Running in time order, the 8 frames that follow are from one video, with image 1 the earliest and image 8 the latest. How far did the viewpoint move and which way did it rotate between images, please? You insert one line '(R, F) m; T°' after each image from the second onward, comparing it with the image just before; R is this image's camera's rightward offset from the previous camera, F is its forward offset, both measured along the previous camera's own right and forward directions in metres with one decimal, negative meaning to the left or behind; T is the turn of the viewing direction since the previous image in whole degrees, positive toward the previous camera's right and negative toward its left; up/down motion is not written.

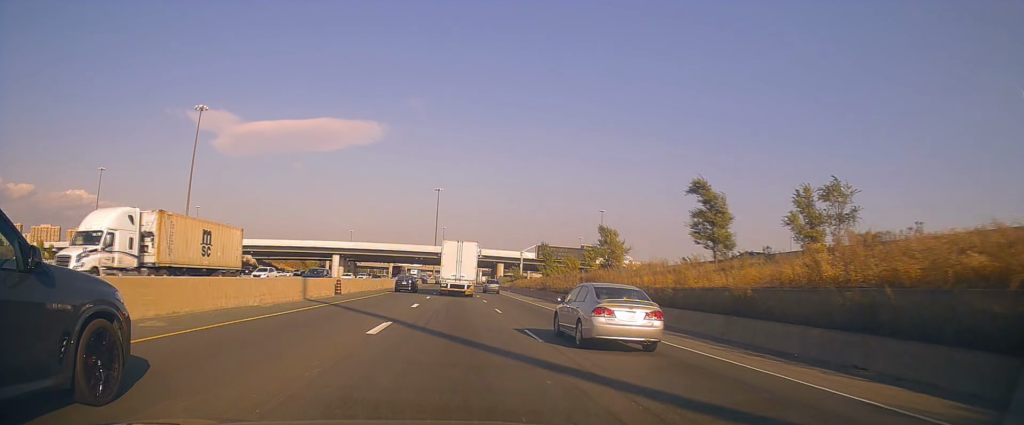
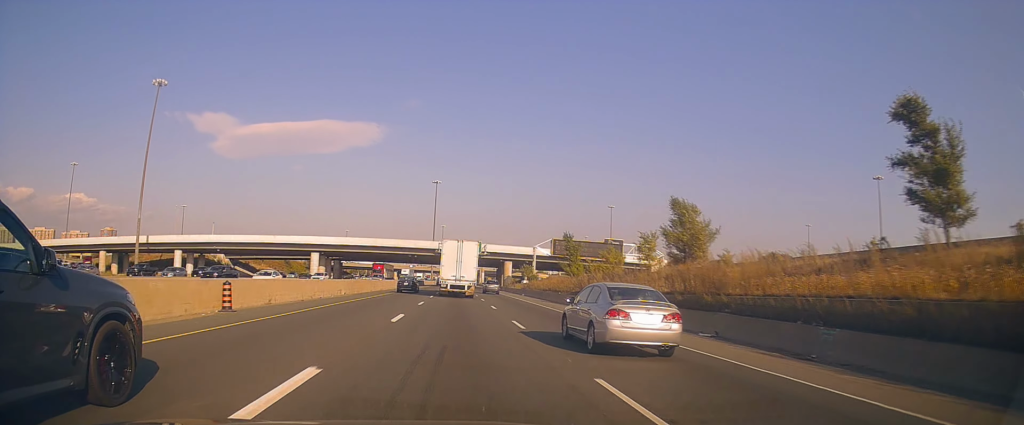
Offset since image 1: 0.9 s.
(-0.6, +19.6) m; 0°
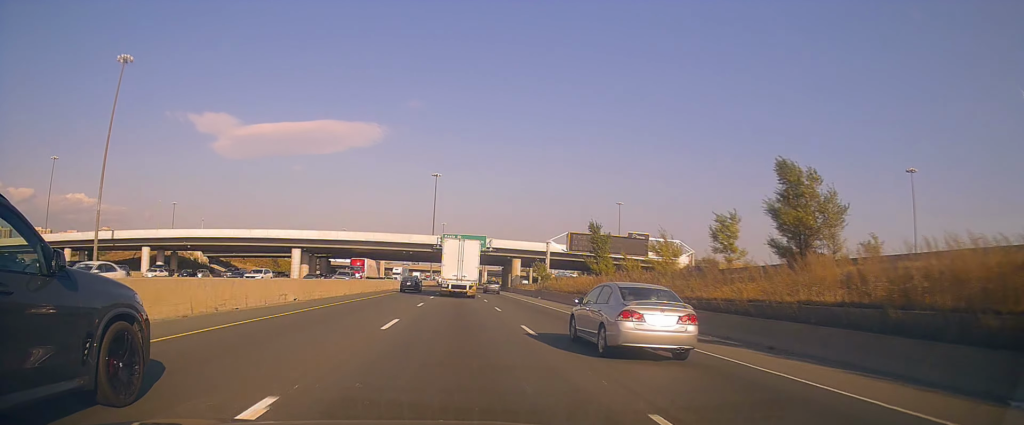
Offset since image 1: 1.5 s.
(+0.2, +13.8) m; -1°
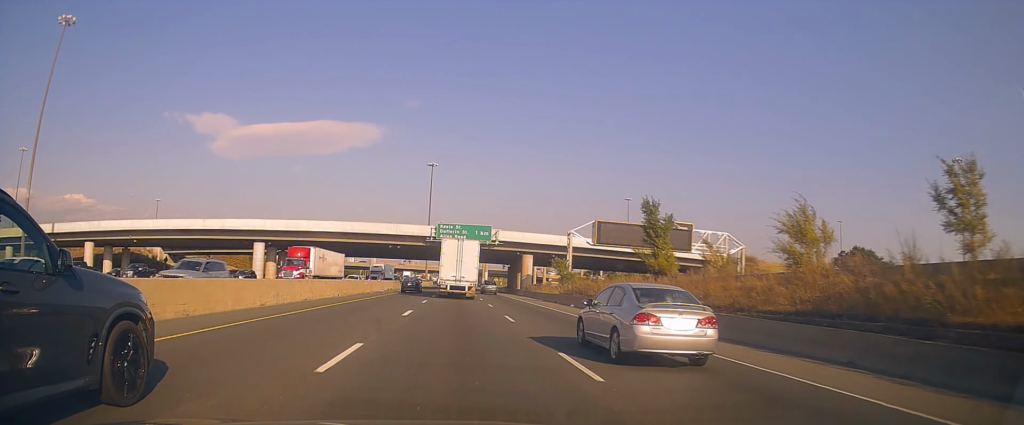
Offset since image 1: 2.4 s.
(-0.1, +18.2) m; -1°
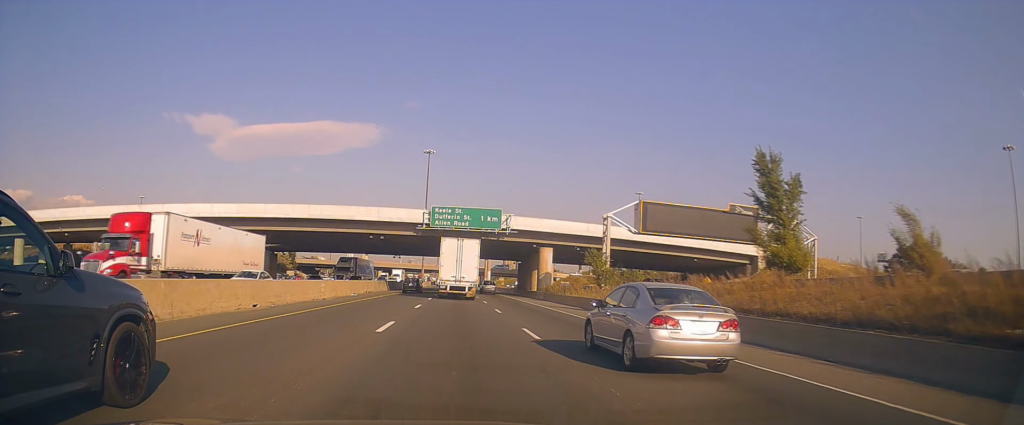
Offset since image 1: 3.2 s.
(-0.5, +17.5) m; 0°
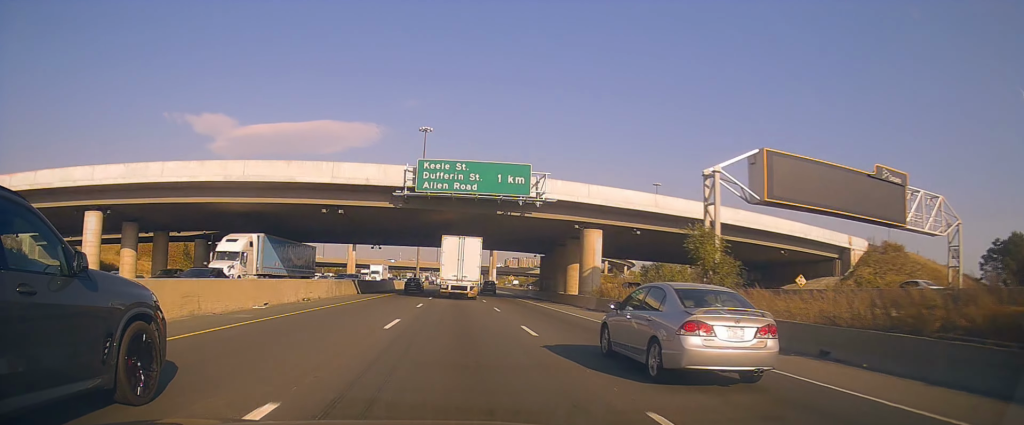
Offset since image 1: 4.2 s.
(+0.9, +22.6) m; +2°
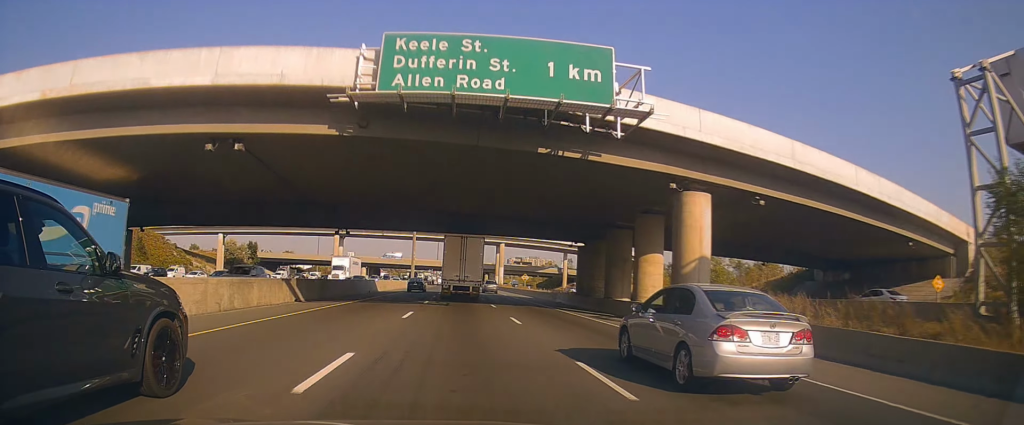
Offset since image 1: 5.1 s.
(0.0, +19.5) m; -2°
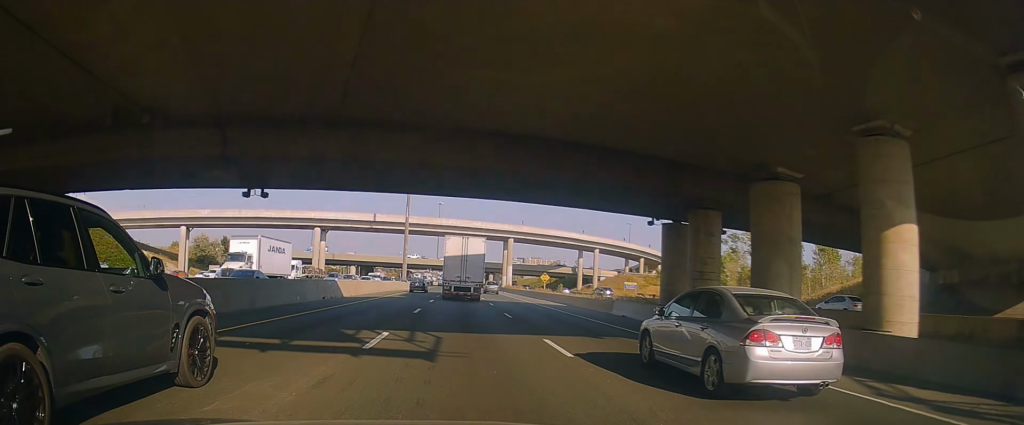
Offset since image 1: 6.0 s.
(-1.0, +19.4) m; 0°
